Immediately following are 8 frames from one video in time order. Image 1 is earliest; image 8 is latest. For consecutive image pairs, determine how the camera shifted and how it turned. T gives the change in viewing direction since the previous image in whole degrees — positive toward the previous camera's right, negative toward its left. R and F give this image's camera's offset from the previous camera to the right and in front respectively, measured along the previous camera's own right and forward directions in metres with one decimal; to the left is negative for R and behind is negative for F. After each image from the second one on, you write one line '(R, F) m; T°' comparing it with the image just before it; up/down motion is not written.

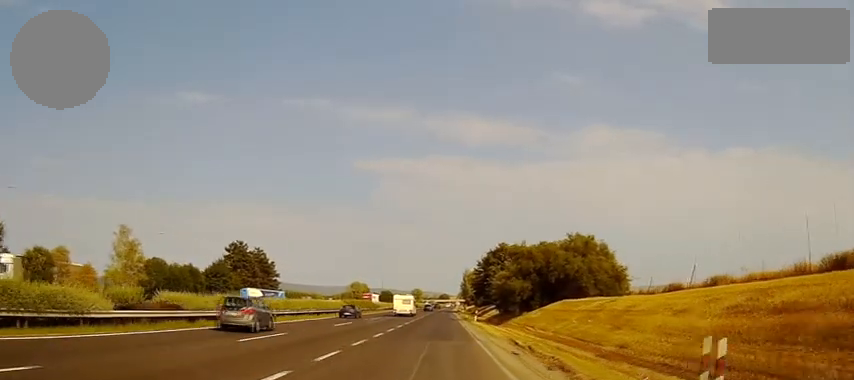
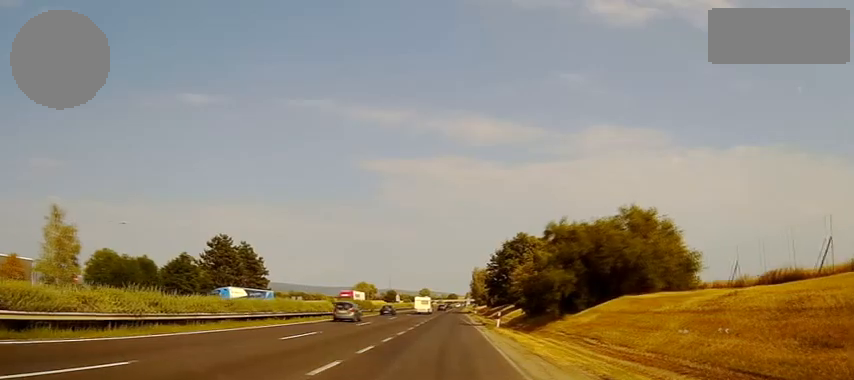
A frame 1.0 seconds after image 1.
(0.0, +15.3) m; 0°
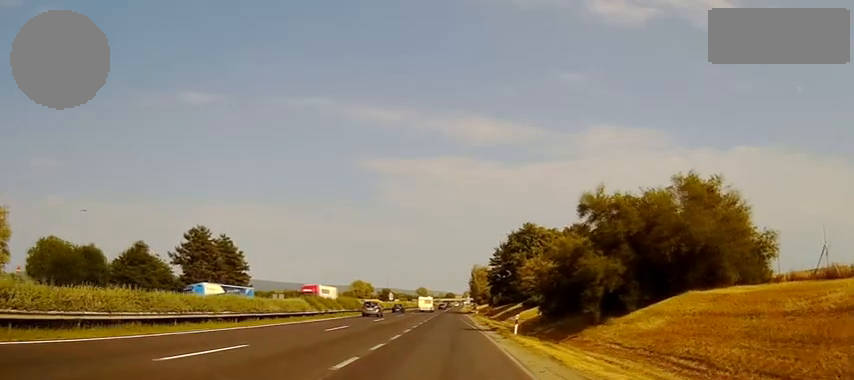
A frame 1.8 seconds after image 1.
(0.0, +10.7) m; 0°
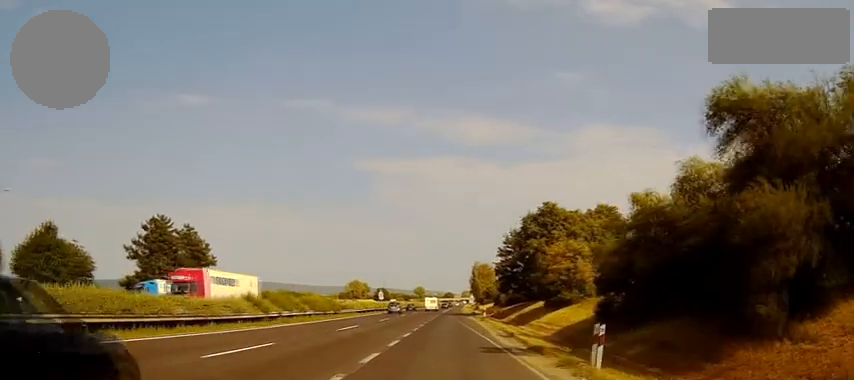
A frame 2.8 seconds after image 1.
(0.0, +16.0) m; 0°
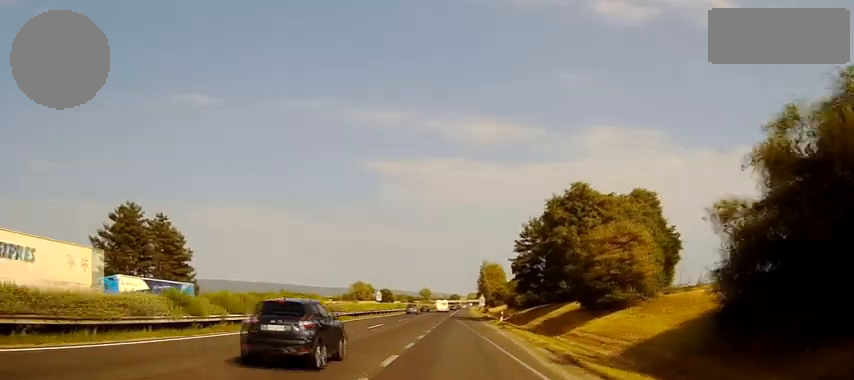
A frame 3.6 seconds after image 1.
(0.0, +12.1) m; 0°
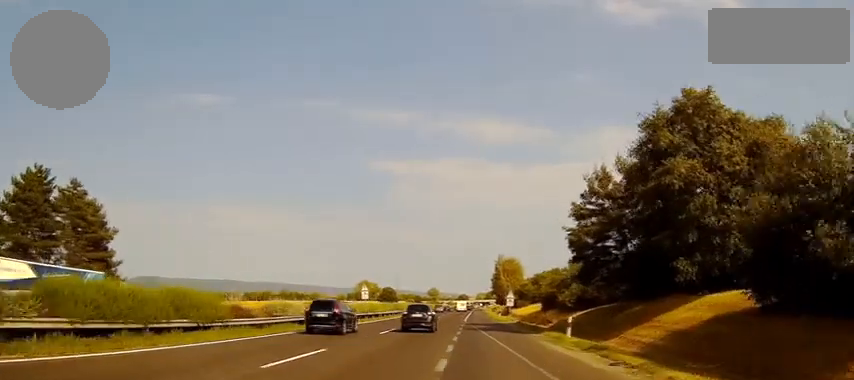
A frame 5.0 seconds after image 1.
(0.0, +24.7) m; 0°
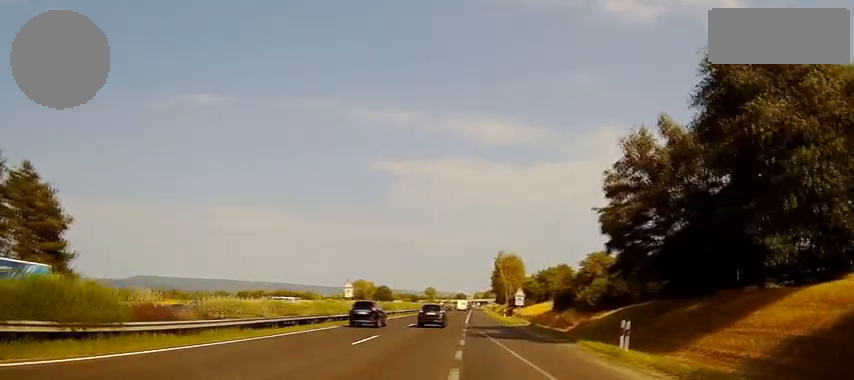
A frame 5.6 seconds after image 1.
(0.0, +8.9) m; 0°
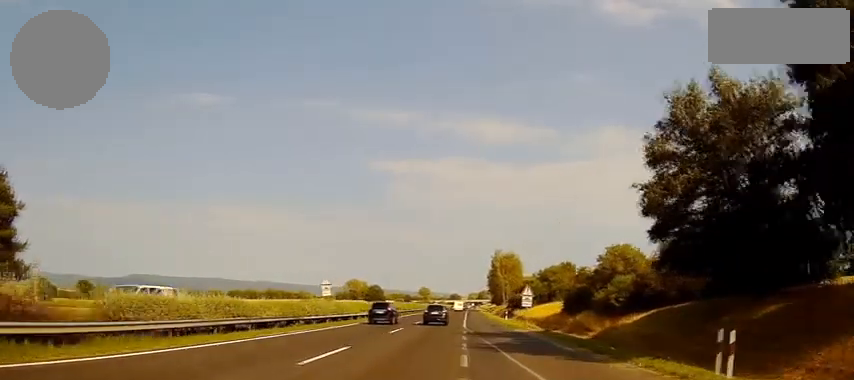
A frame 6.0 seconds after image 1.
(-0.1, +7.7) m; 0°
